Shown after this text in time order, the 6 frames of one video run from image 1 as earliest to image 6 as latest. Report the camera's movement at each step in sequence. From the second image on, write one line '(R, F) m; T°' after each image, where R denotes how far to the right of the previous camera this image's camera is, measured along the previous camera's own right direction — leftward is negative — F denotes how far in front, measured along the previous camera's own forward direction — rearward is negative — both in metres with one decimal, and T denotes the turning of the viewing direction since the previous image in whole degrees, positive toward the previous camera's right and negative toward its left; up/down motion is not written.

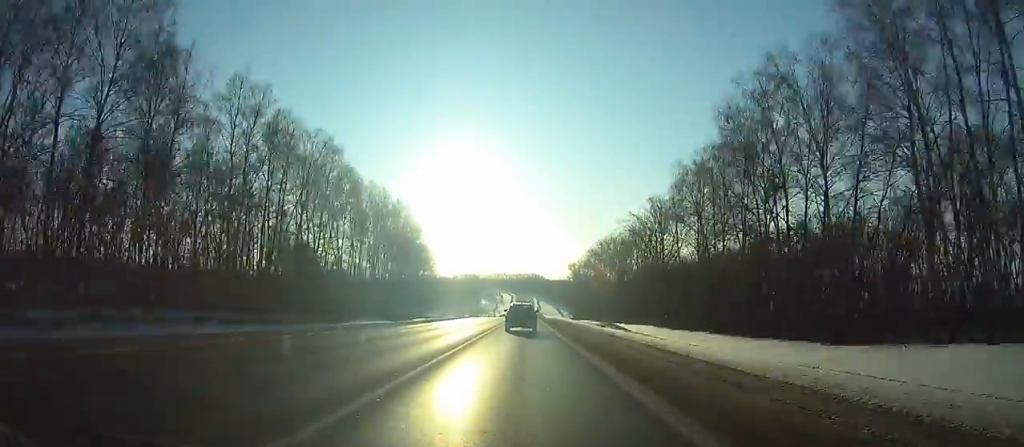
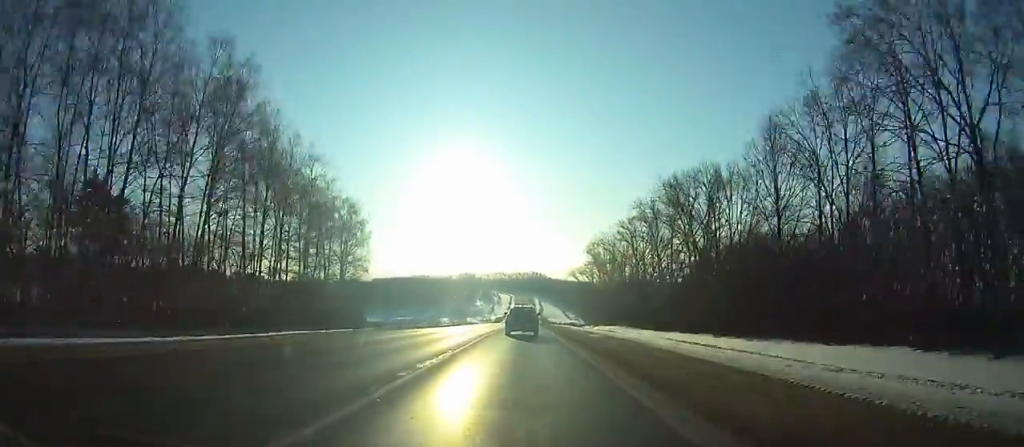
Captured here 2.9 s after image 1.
(-0.3, +70.6) m; 0°
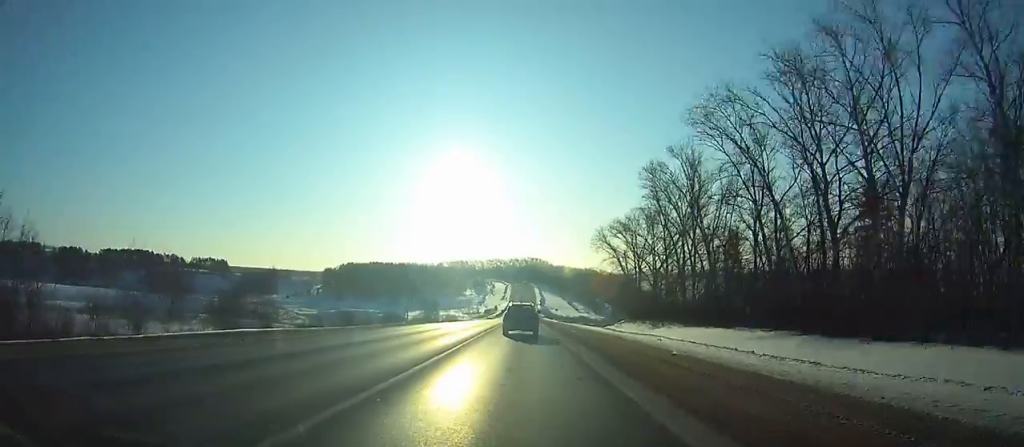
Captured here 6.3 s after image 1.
(+0.2, +83.4) m; 0°
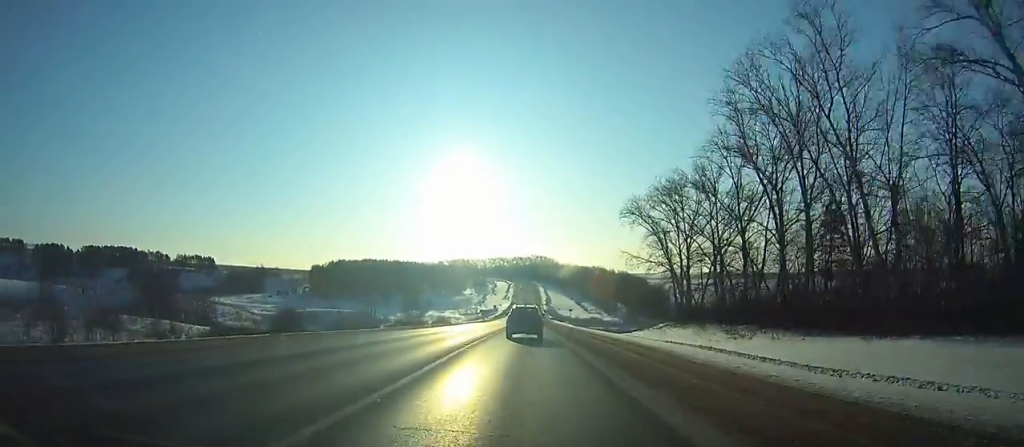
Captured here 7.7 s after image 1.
(-0.1, +34.6) m; 0°
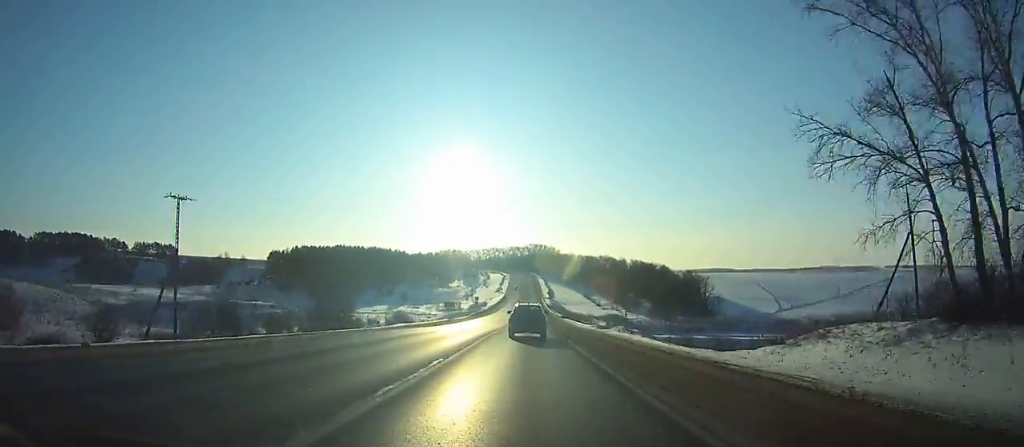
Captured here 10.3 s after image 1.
(-0.2, +64.4) m; 0°
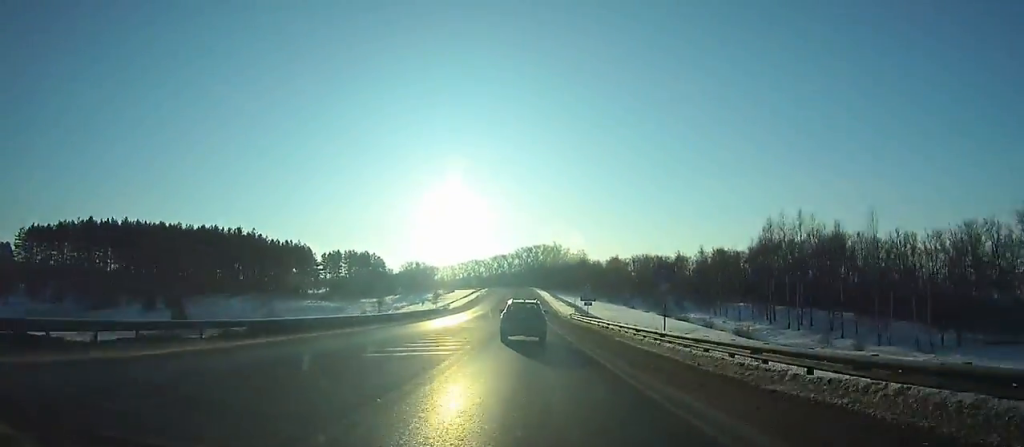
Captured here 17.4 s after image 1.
(+1.6, +174.0) m; +1°
